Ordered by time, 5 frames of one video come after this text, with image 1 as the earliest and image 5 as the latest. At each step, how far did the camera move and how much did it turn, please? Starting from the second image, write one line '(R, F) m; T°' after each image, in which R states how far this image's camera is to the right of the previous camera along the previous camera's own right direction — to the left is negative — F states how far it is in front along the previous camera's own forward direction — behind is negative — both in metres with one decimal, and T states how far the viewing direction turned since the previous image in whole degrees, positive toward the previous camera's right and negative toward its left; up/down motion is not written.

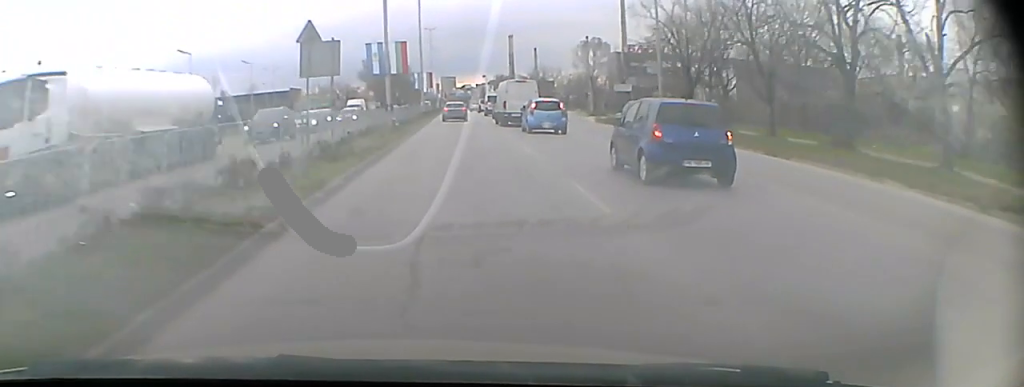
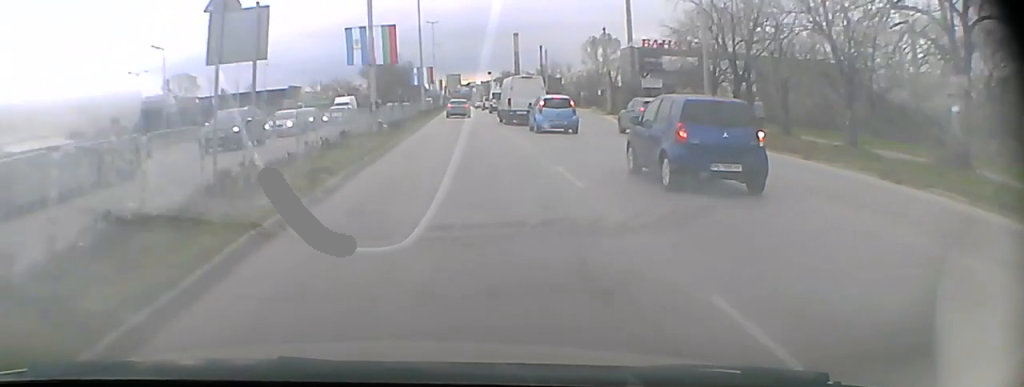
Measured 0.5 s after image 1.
(0.0, +7.1) m; 0°
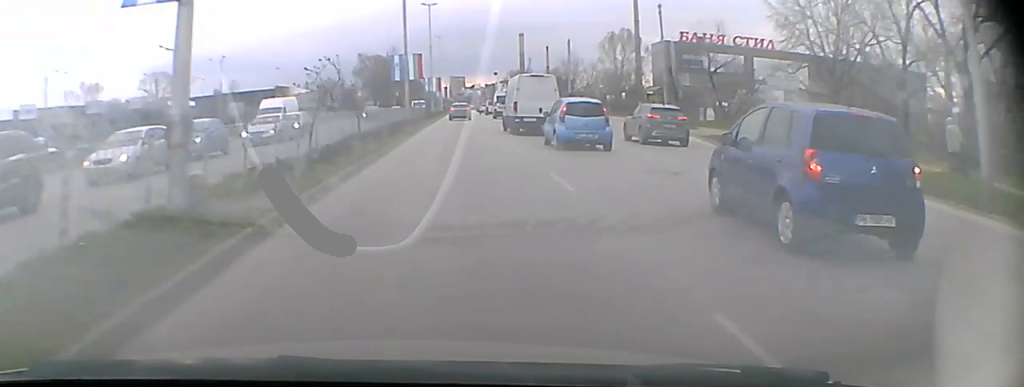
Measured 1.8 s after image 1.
(0.0, +18.8) m; 0°
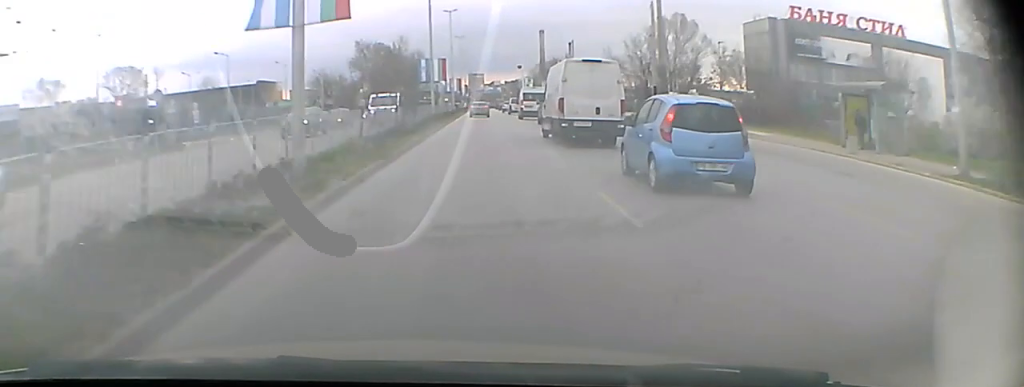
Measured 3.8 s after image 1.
(-0.2, +29.7) m; -1°
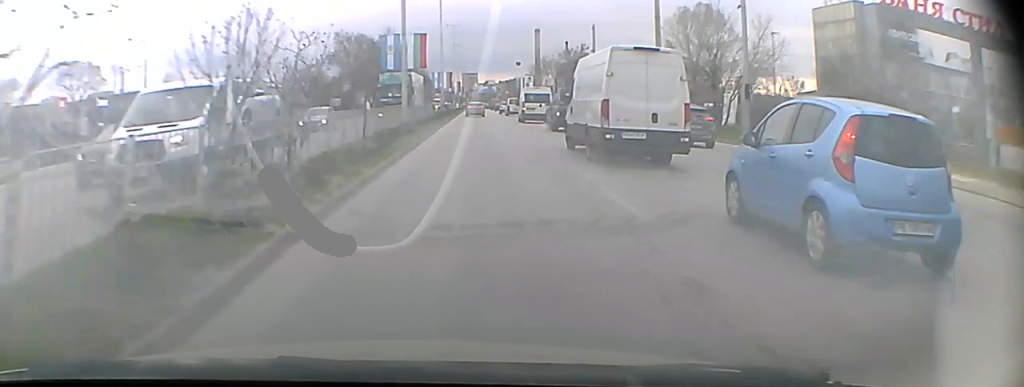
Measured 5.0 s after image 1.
(-0.1, +18.0) m; 0°
